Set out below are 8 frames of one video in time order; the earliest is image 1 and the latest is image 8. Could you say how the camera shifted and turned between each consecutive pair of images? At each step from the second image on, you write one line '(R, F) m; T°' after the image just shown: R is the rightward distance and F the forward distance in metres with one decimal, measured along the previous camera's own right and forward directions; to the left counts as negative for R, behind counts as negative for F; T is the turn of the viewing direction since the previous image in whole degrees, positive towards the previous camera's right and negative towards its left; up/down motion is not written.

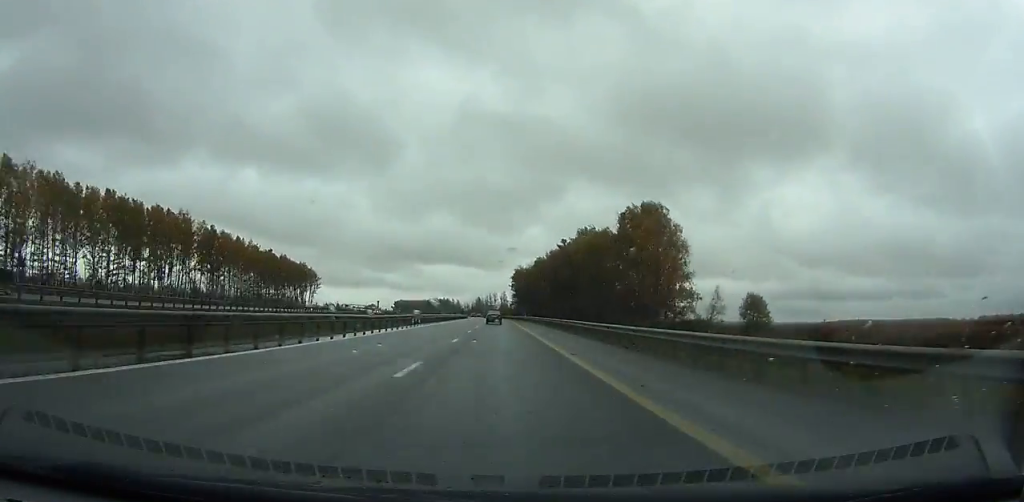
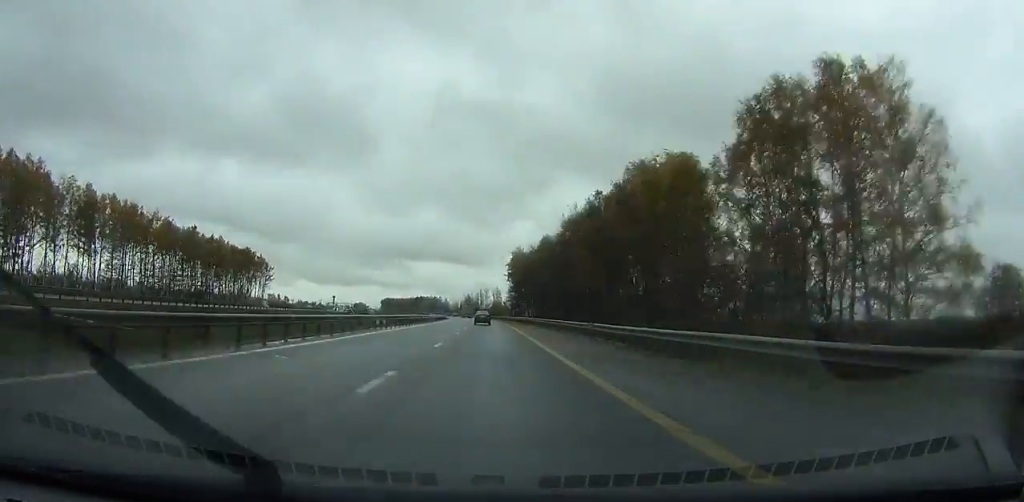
(+0.1, +51.2) m; 0°
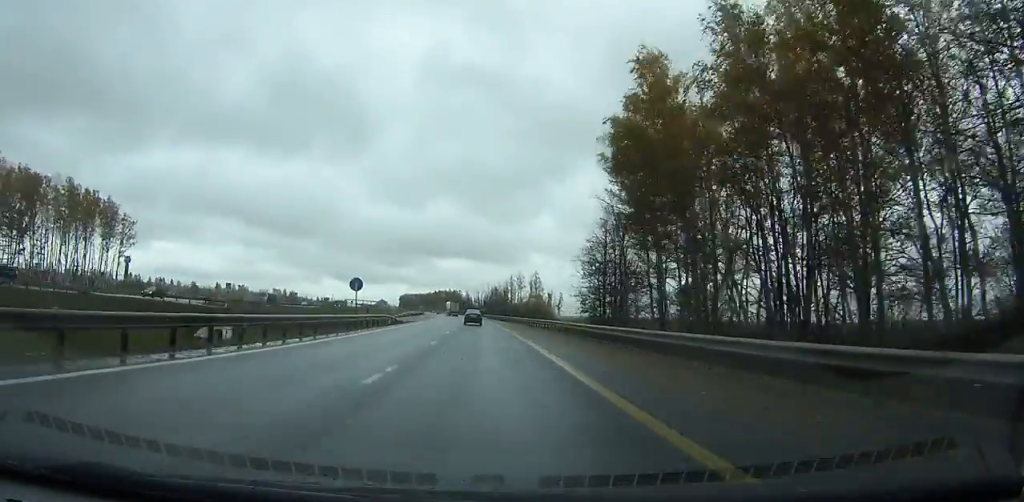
(-1.0, +107.4) m; -2°
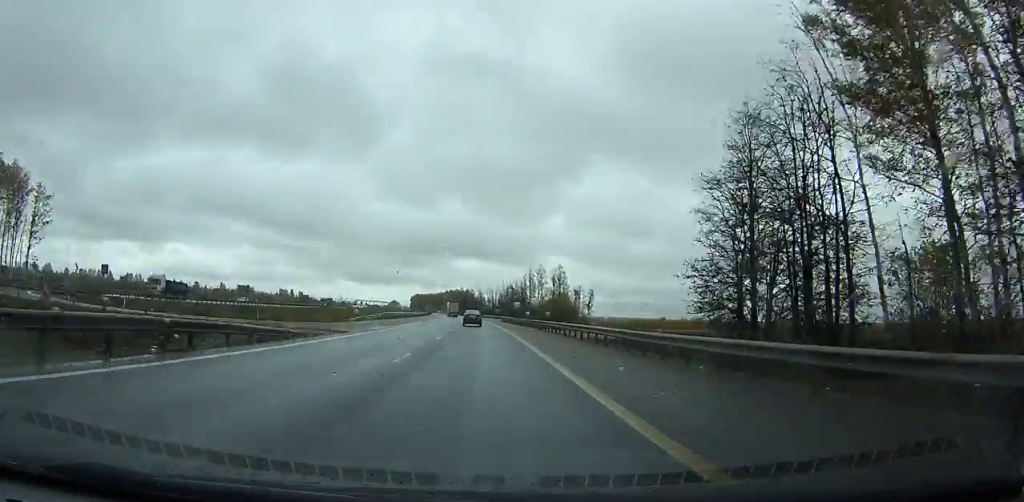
(-0.6, +33.3) m; -1°
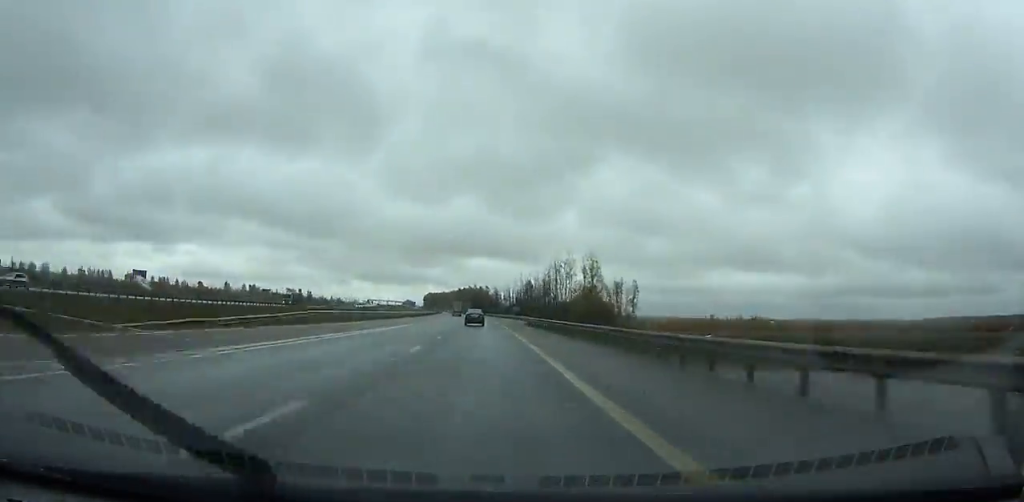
(+0.2, +33.3) m; -1°
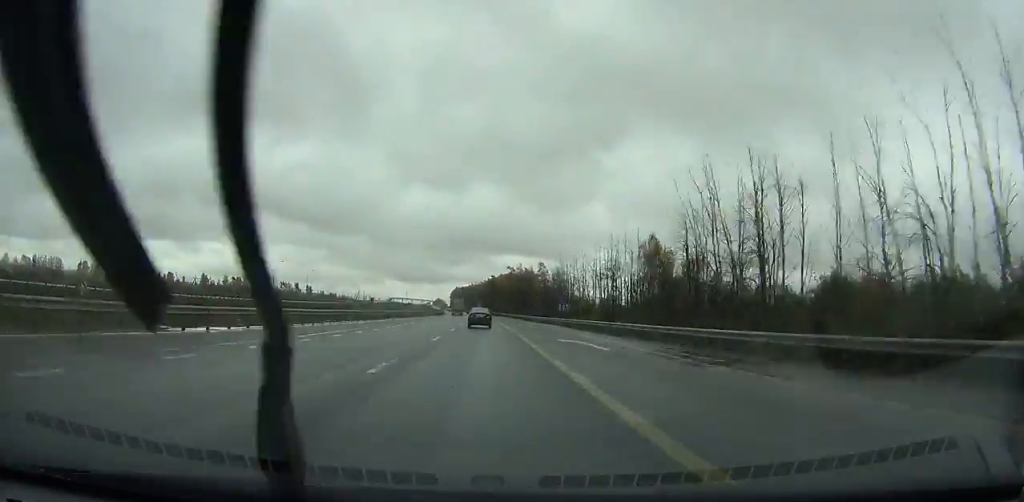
(-7.9, +161.0) m; -5°
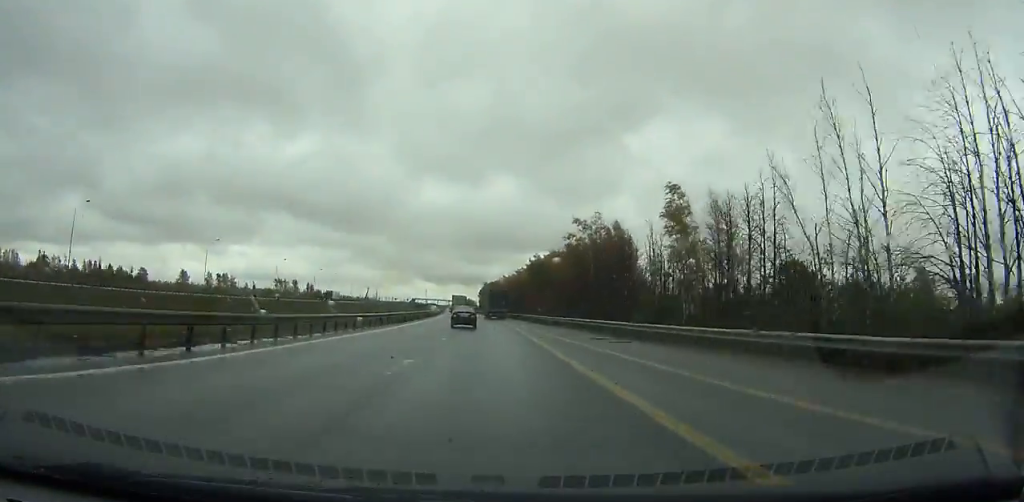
(-2.8, +107.4) m; -3°
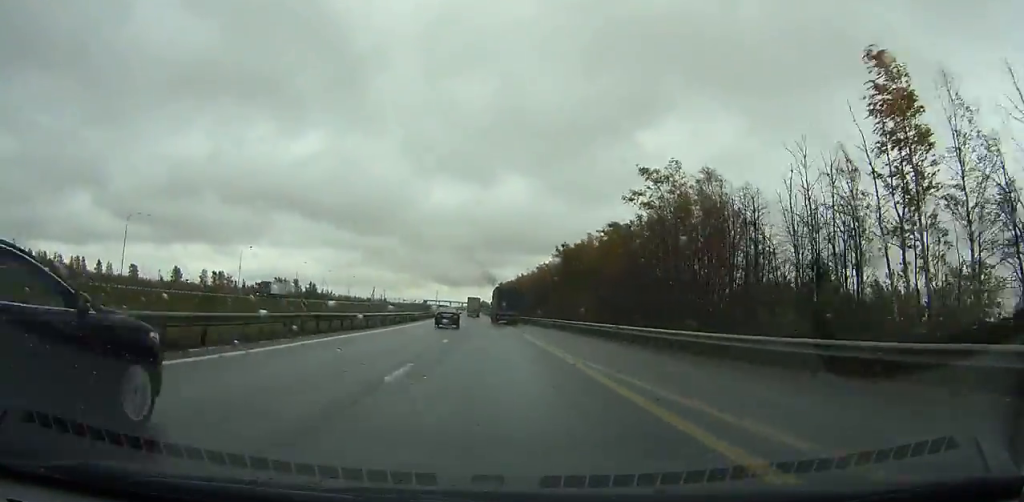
(-0.3, +36.8) m; -1°
